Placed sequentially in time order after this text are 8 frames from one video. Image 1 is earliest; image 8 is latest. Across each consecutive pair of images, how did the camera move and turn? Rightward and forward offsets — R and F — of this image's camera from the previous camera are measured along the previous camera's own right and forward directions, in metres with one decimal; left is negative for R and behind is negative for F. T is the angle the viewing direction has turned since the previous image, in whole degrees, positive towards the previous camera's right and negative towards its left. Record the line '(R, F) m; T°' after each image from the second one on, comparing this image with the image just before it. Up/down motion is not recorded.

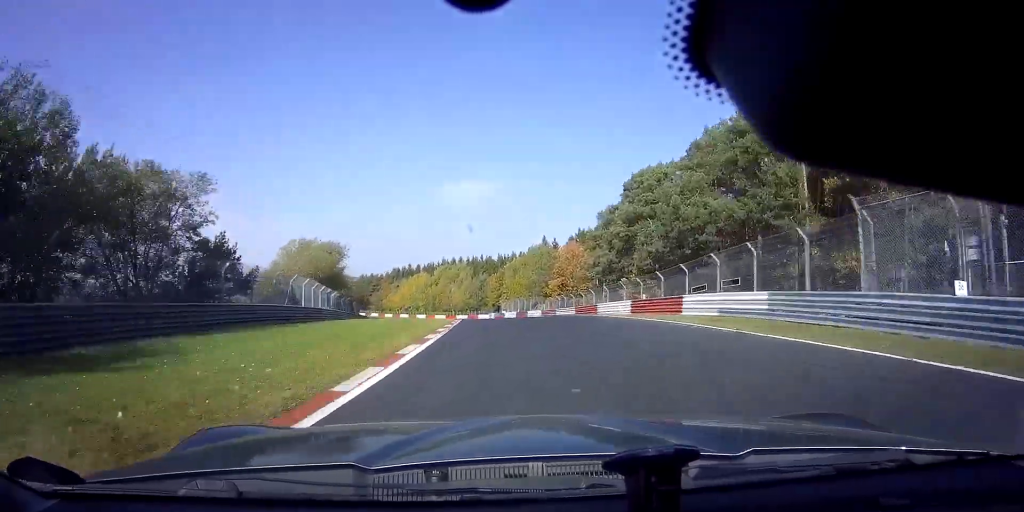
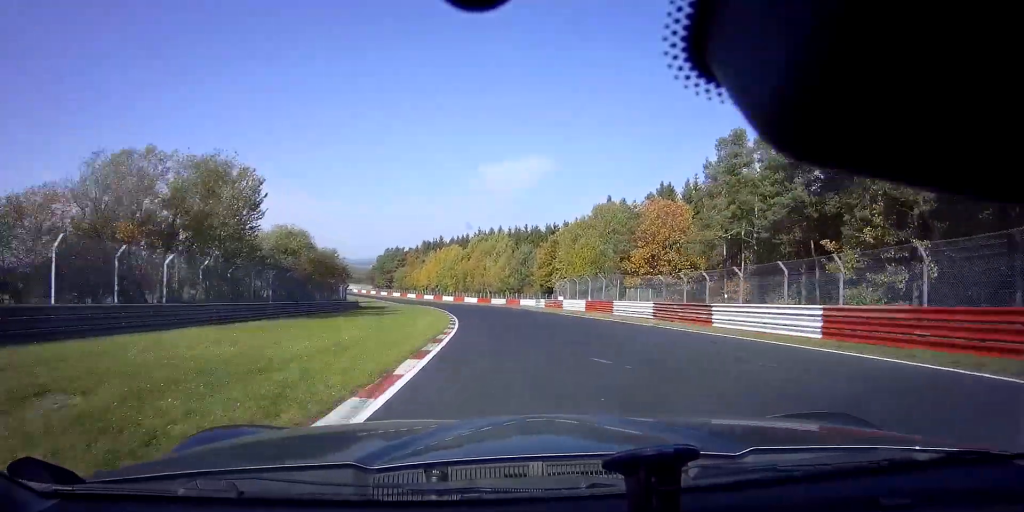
(-1.5, +34.9) m; -6°
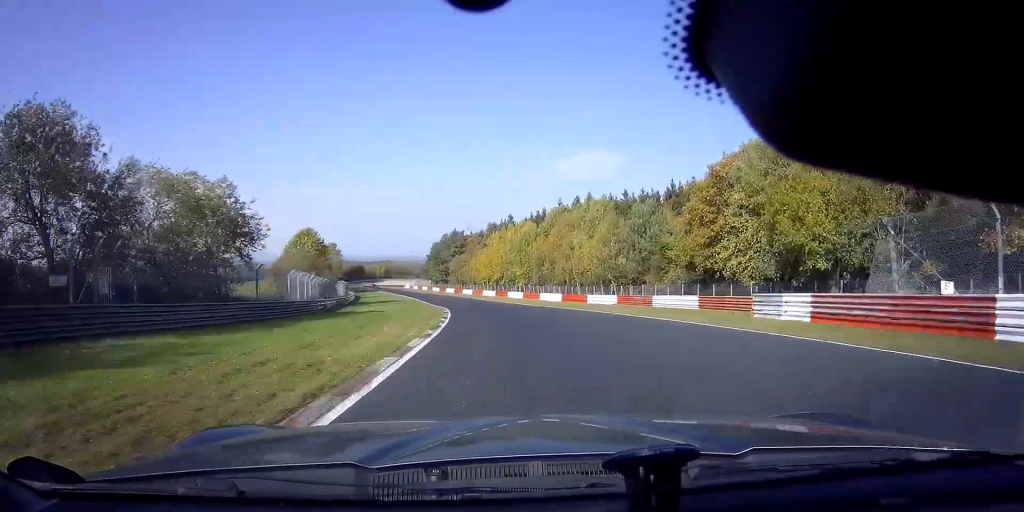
(-3.0, +44.5) m; -9°
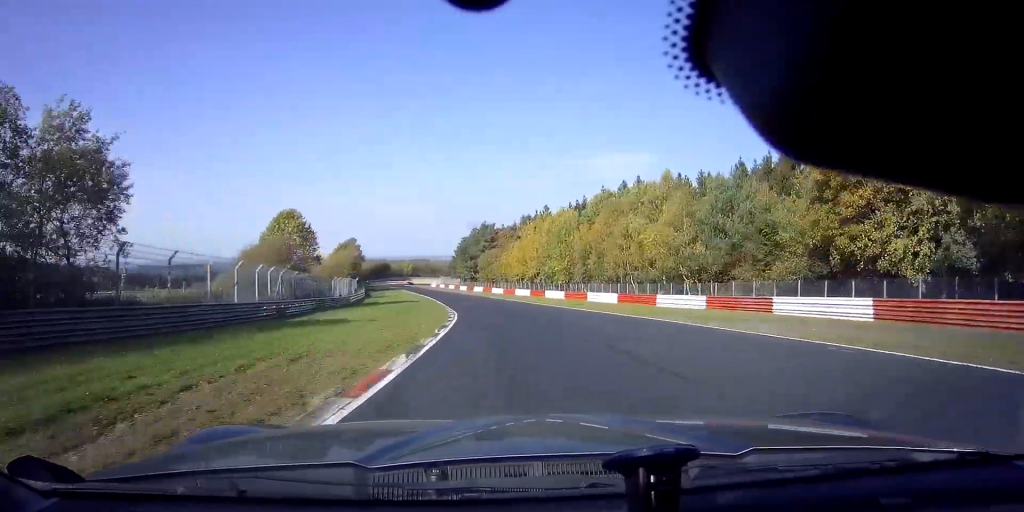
(-0.8, +15.8) m; -3°
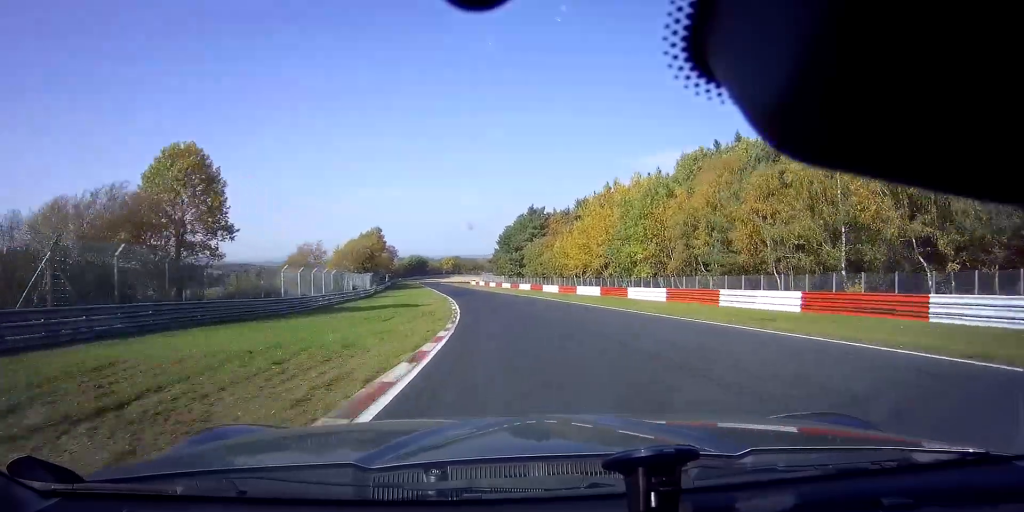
(-0.9, +25.8) m; -5°
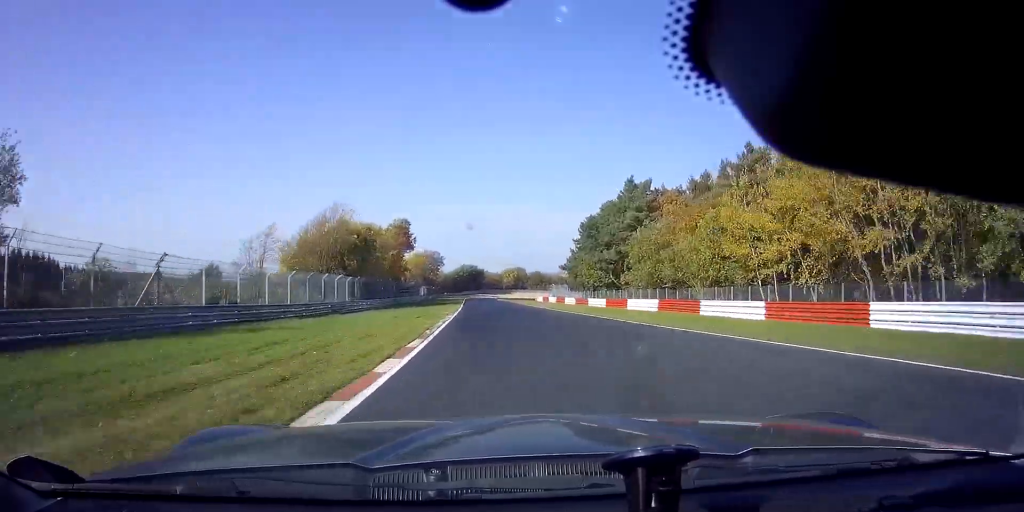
(-3.2, +43.5) m; -7°
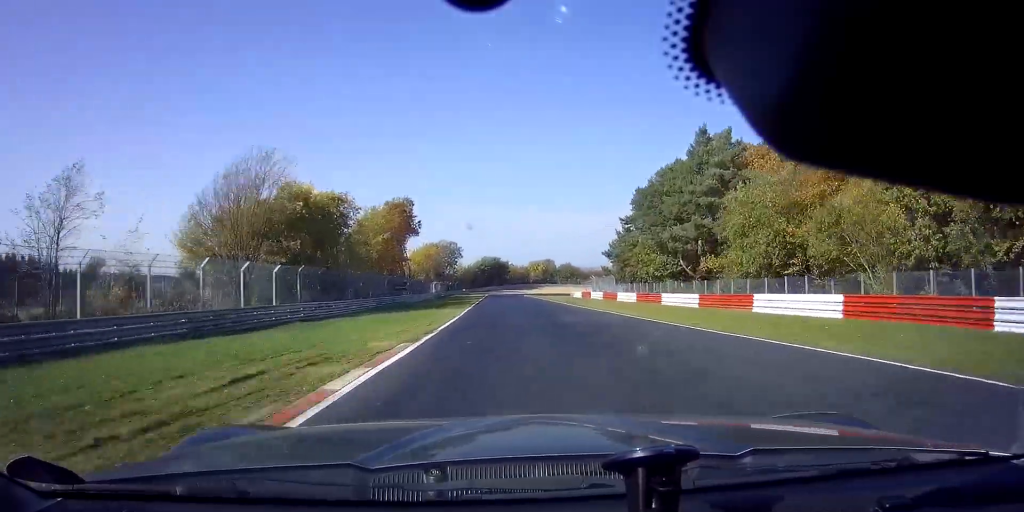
(-0.5, +21.0) m; -2°
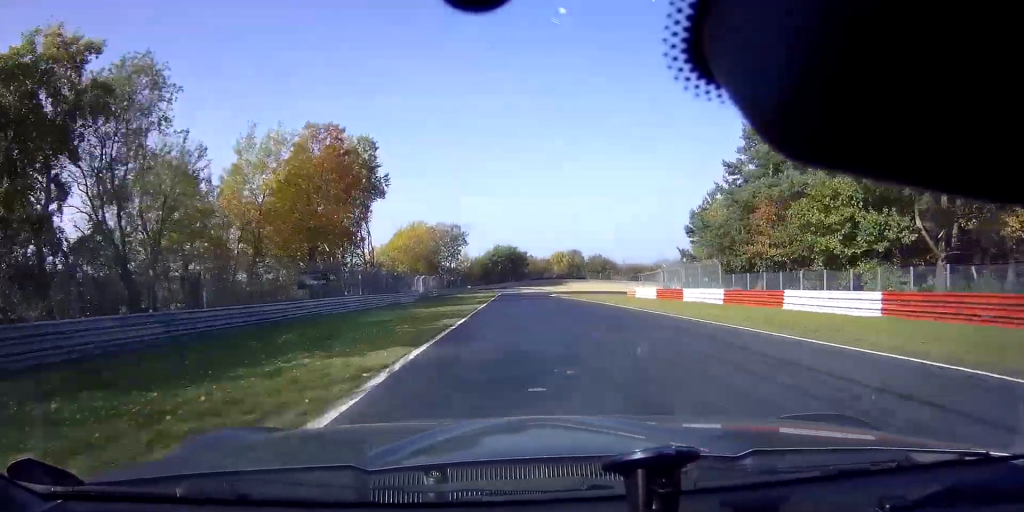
(-0.7, +32.0) m; -1°
